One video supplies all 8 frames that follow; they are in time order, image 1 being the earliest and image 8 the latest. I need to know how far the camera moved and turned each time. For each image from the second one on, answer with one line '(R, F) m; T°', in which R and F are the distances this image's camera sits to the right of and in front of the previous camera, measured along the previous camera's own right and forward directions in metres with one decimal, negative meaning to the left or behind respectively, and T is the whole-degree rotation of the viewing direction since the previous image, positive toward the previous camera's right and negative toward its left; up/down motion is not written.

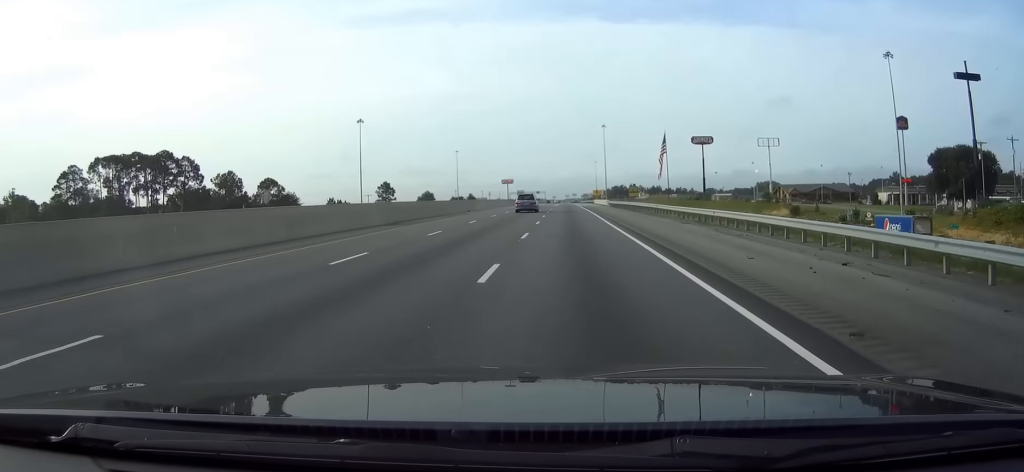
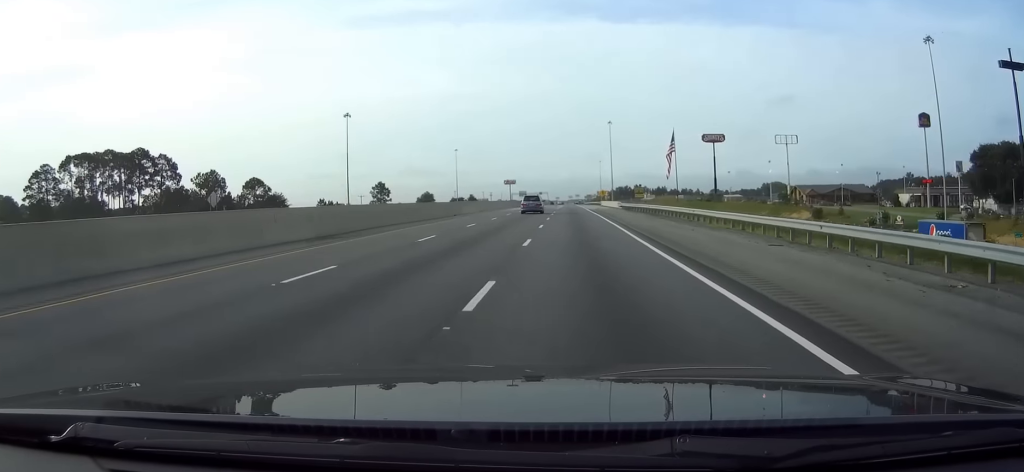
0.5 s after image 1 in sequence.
(-0.1, +14.9) m; 0°
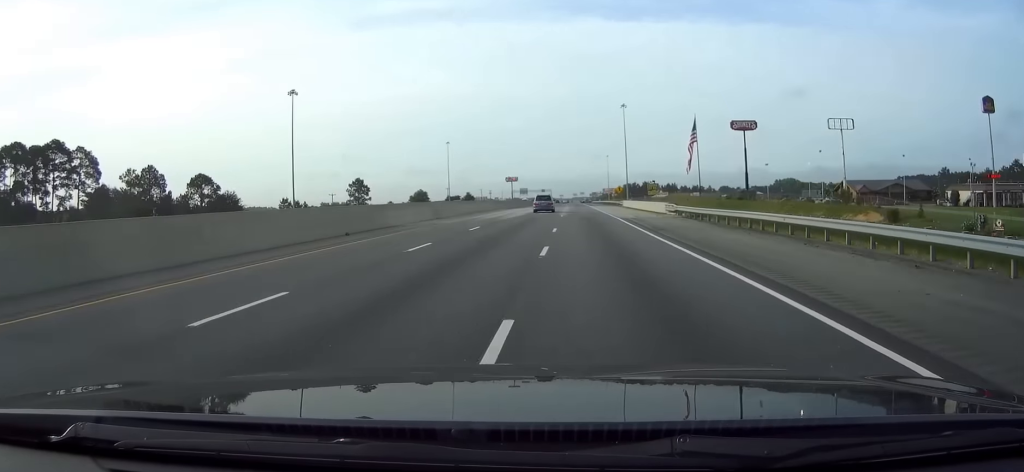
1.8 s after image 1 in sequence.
(0.0, +39.7) m; 0°
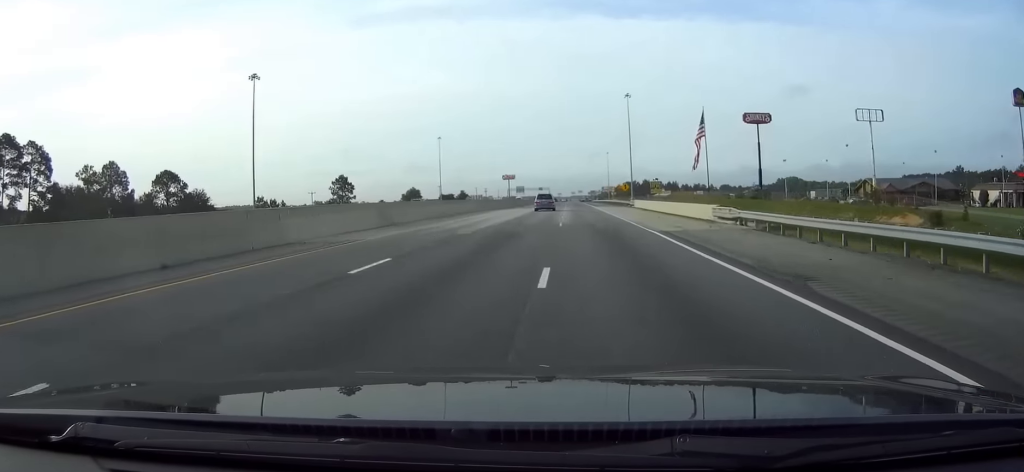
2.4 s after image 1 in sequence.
(-0.2, +17.9) m; 0°
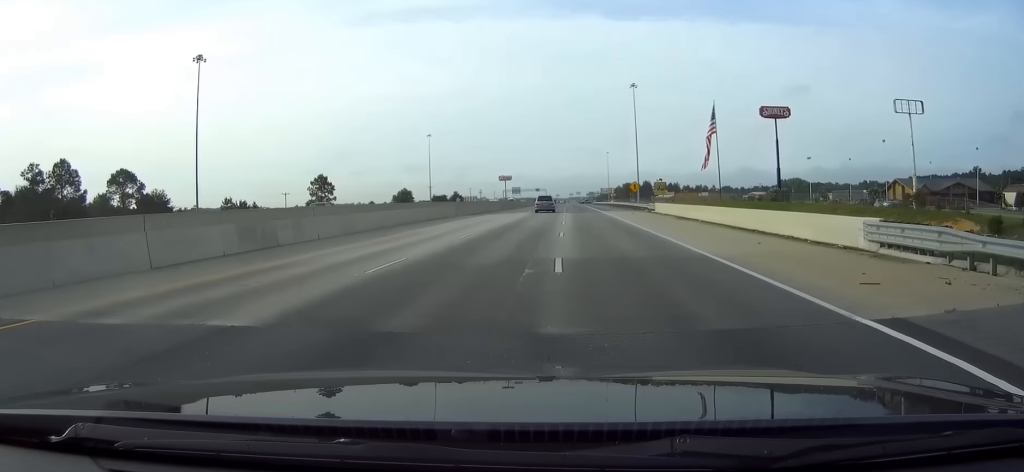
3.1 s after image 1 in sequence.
(+0.2, +19.8) m; 0°
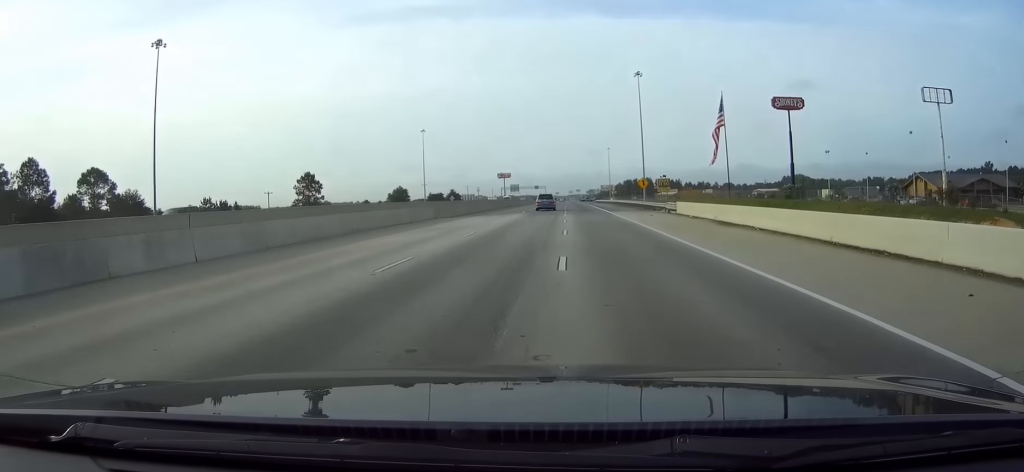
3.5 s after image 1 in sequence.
(0.0, +11.9) m; 0°
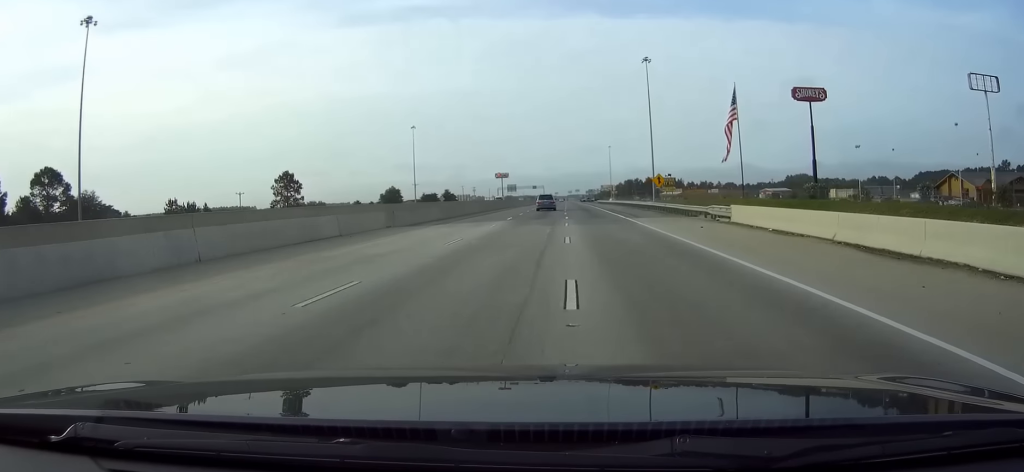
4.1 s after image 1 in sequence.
(0.0, +16.9) m; 0°
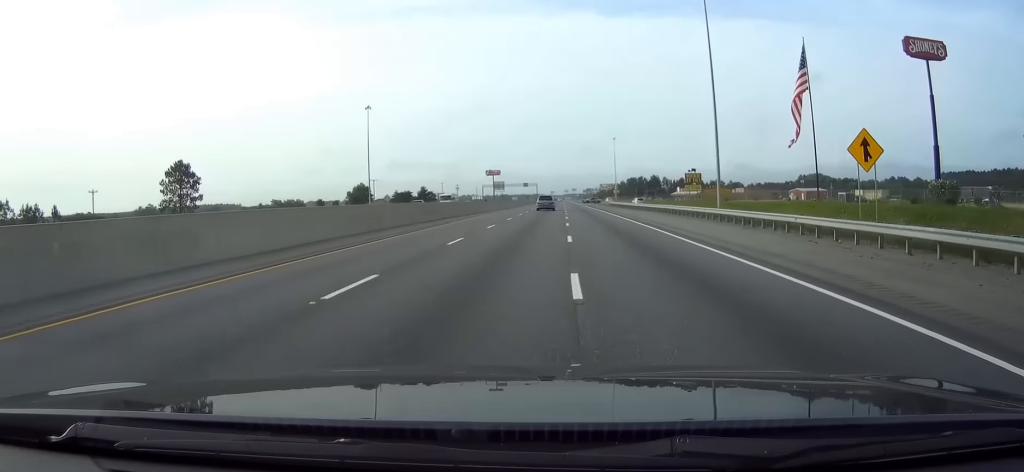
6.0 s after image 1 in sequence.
(-0.1, +59.0) m; 0°
